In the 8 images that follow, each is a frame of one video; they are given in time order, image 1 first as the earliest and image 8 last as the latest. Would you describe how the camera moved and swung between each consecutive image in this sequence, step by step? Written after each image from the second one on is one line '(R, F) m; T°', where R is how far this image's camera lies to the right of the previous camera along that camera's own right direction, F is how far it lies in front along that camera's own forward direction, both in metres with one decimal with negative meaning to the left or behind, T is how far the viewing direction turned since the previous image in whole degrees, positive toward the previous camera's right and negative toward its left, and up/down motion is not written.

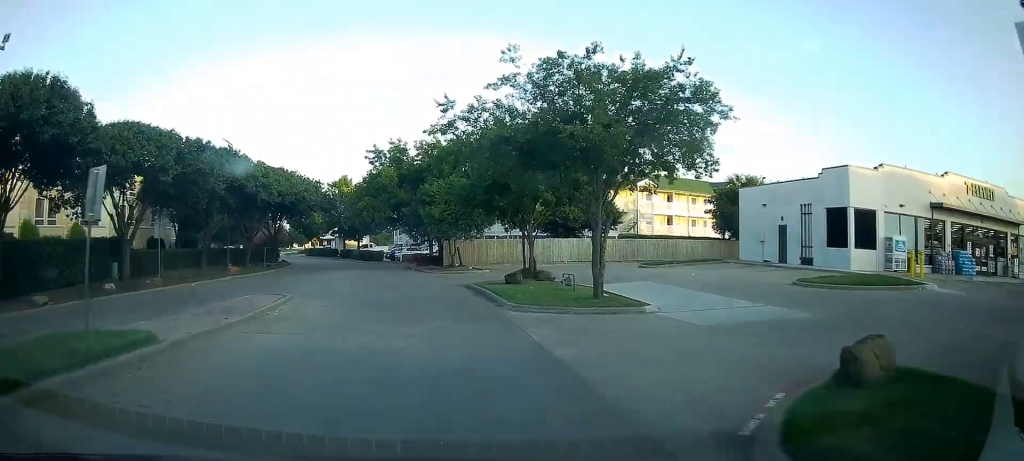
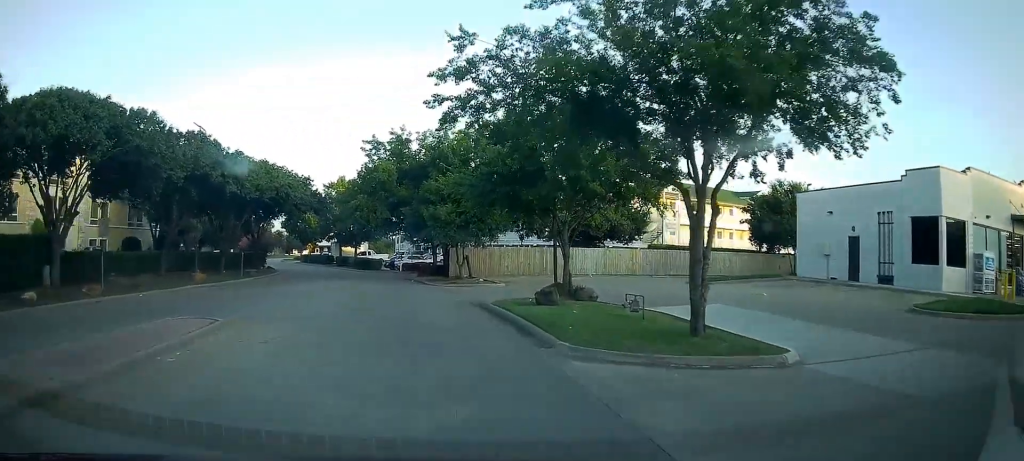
(-0.4, +7.4) m; +1°
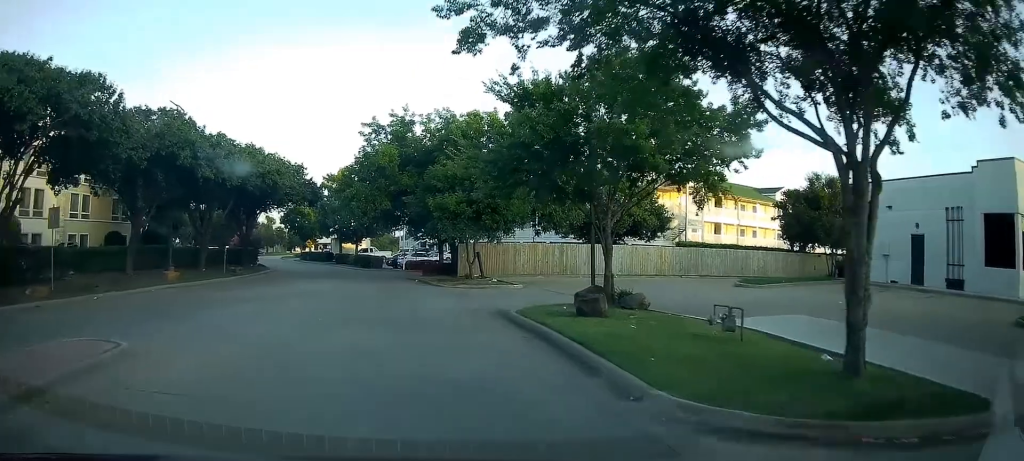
(+0.3, +4.9) m; +2°
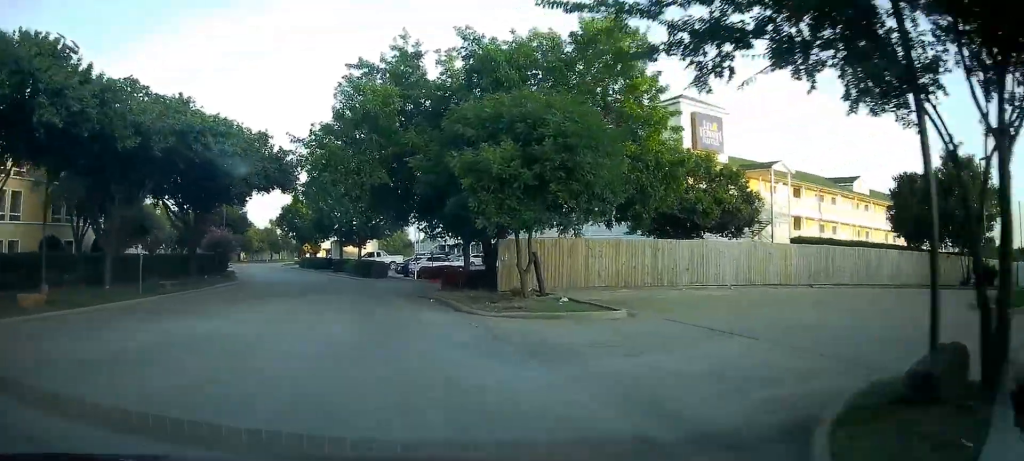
(+0.2, +13.5) m; -4°
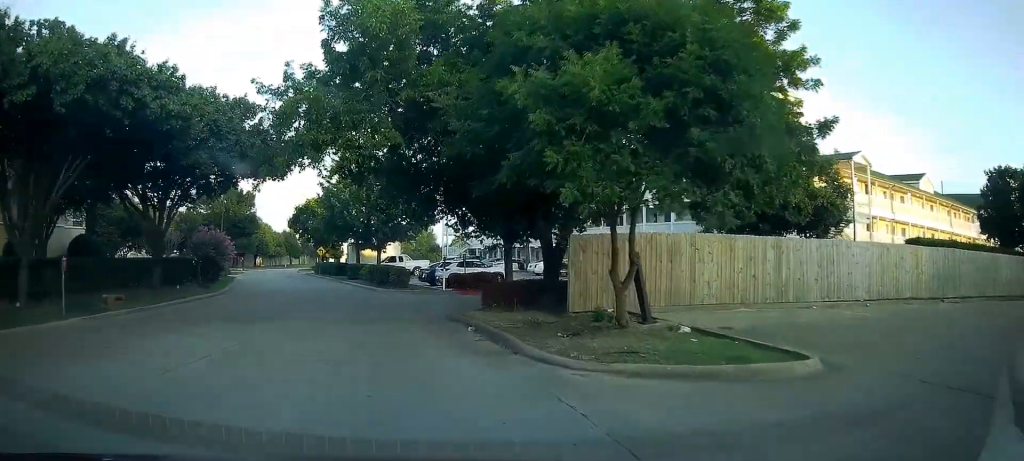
(-0.6, +7.8) m; -4°
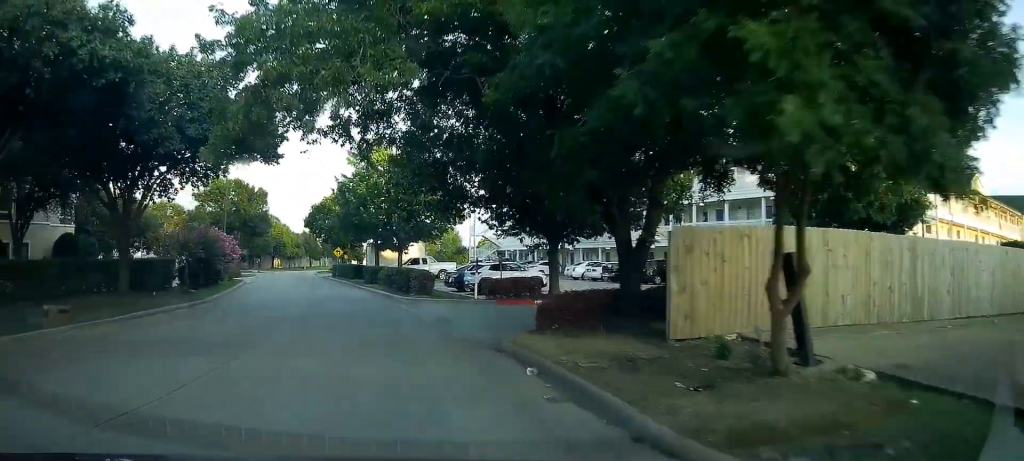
(-0.1, +4.9) m; -2°
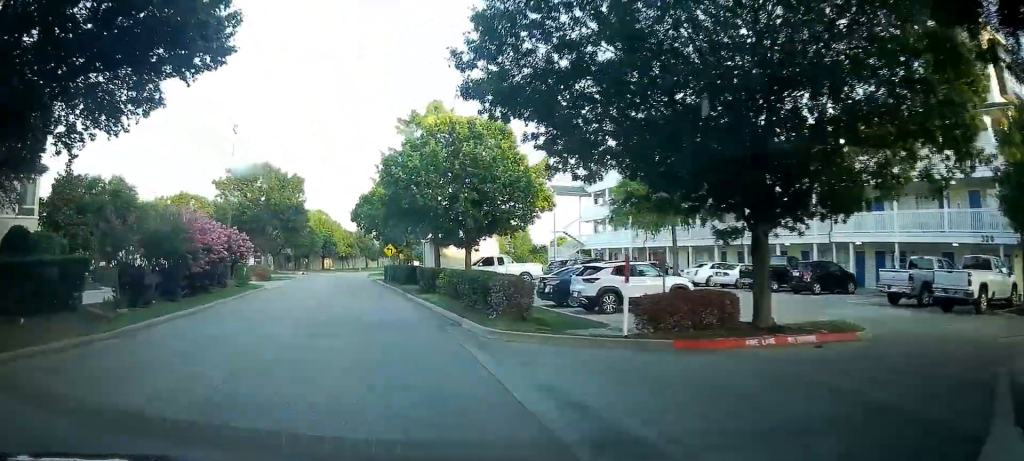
(-0.5, +12.1) m; -6°
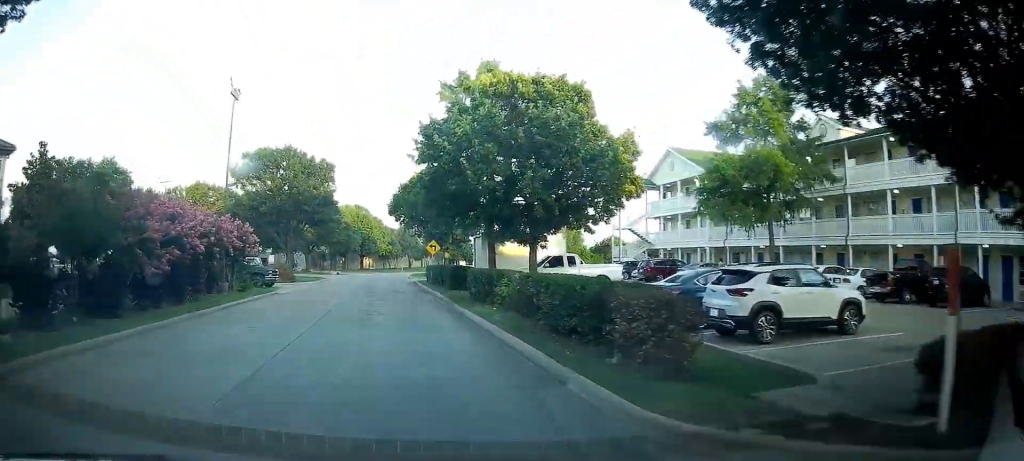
(-0.3, +7.8) m; -3°
